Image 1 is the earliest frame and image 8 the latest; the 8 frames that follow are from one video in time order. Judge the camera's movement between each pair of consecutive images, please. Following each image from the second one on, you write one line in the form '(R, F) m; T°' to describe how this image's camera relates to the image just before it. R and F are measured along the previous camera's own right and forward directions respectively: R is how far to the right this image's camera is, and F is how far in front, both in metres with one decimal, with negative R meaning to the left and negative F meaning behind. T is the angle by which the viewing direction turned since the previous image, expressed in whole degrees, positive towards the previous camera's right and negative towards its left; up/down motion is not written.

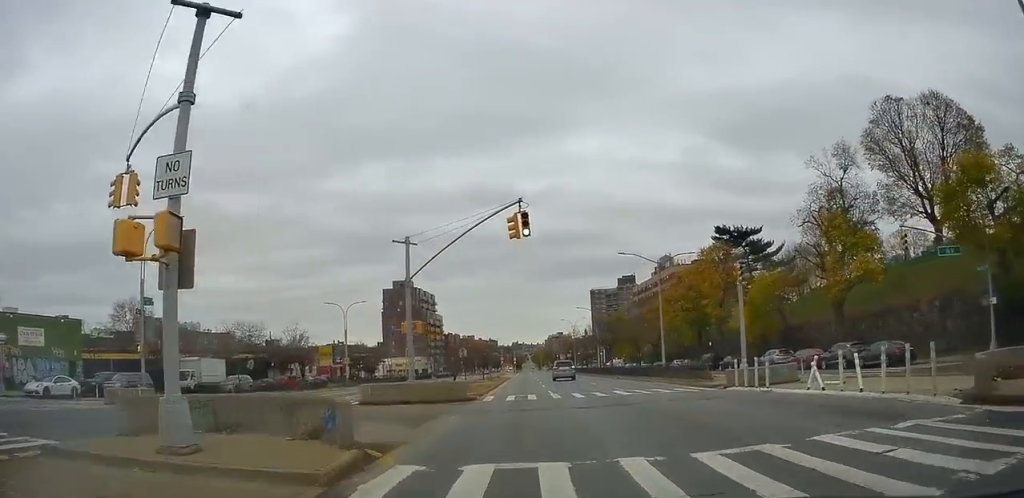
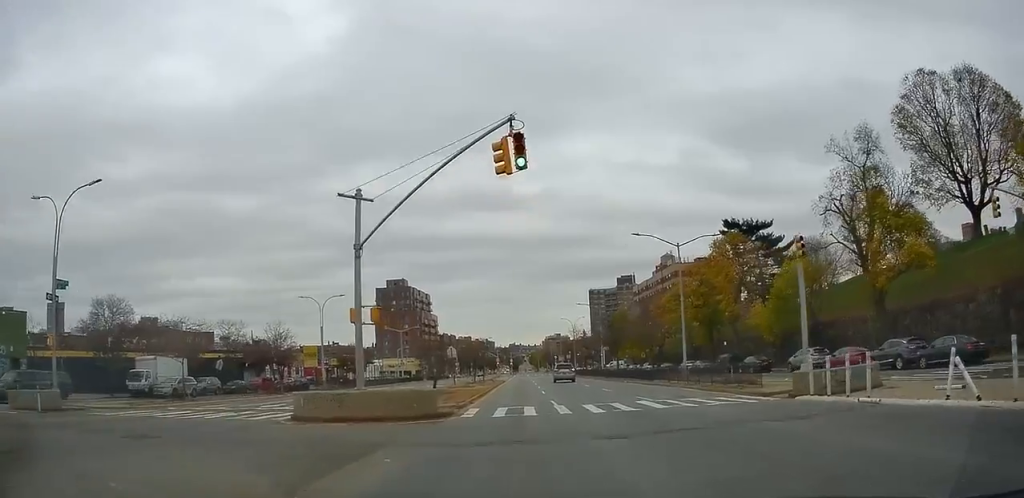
(+0.4, +6.6) m; 0°
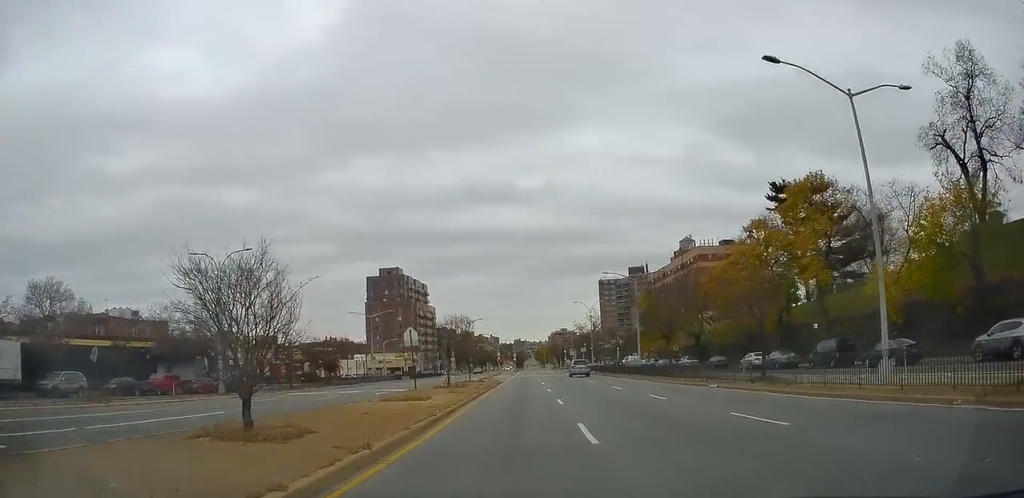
(-0.9, +21.0) m; -1°
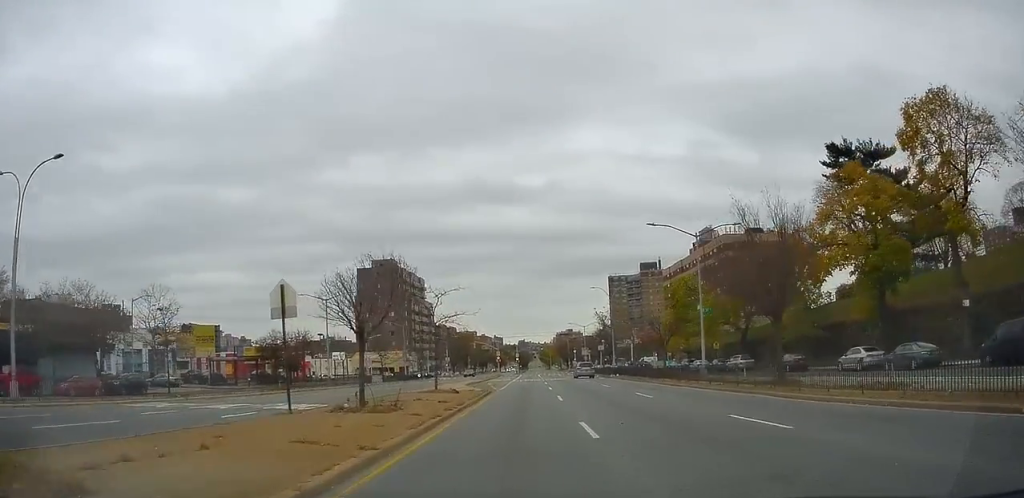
(+0.4, +18.3) m; +1°
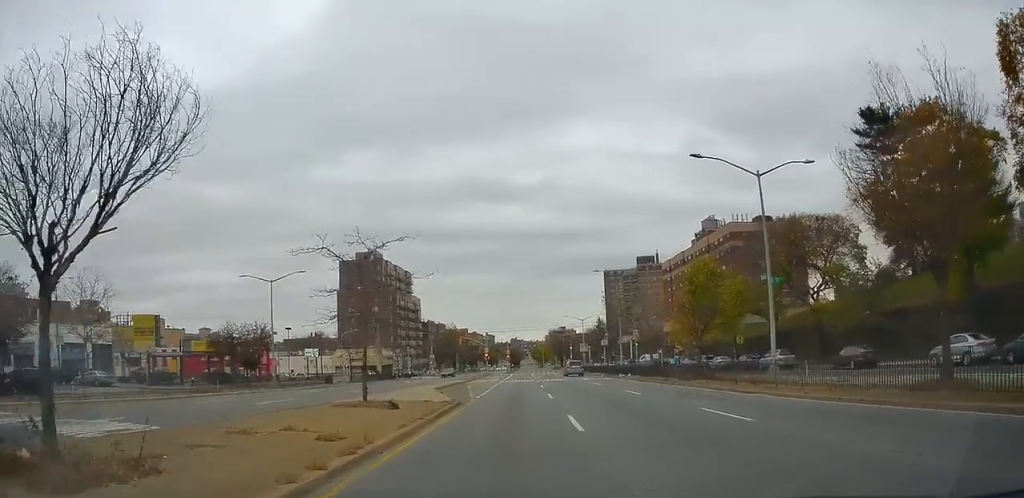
(-0.1, +11.1) m; +1°
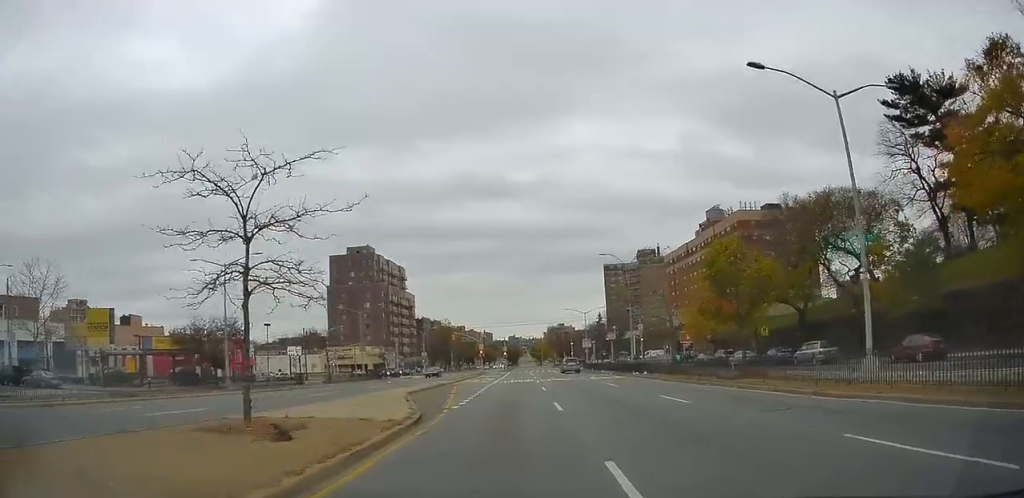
(+0.2, +7.3) m; +1°
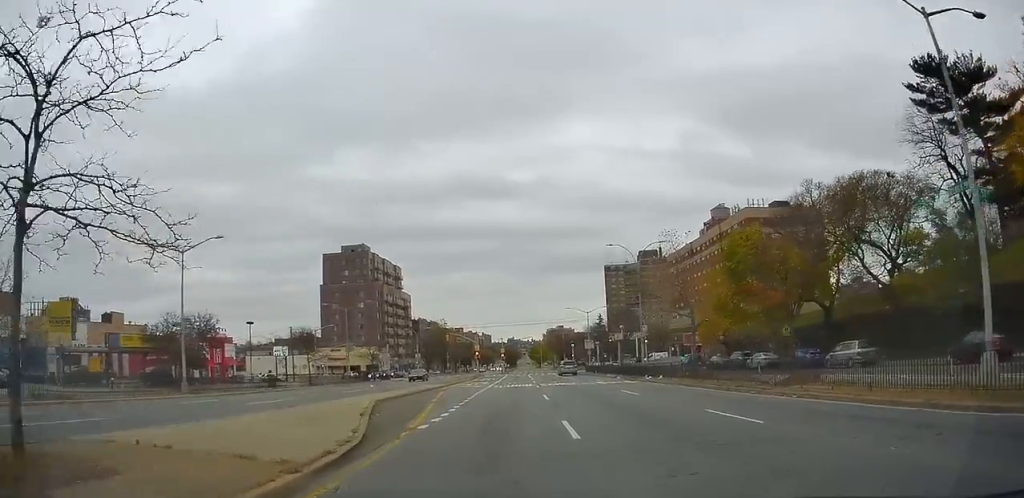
(0.0, +5.3) m; -1°
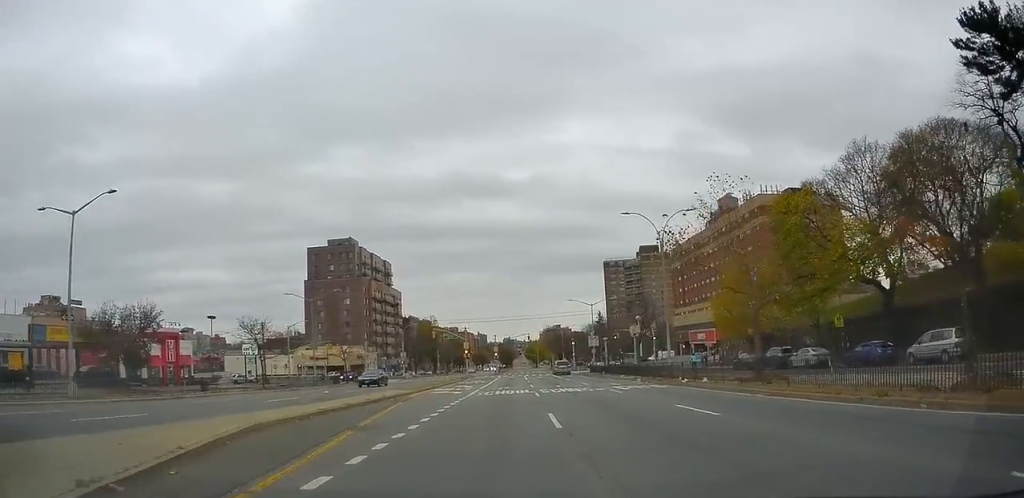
(-0.2, +9.9) m; -1°
